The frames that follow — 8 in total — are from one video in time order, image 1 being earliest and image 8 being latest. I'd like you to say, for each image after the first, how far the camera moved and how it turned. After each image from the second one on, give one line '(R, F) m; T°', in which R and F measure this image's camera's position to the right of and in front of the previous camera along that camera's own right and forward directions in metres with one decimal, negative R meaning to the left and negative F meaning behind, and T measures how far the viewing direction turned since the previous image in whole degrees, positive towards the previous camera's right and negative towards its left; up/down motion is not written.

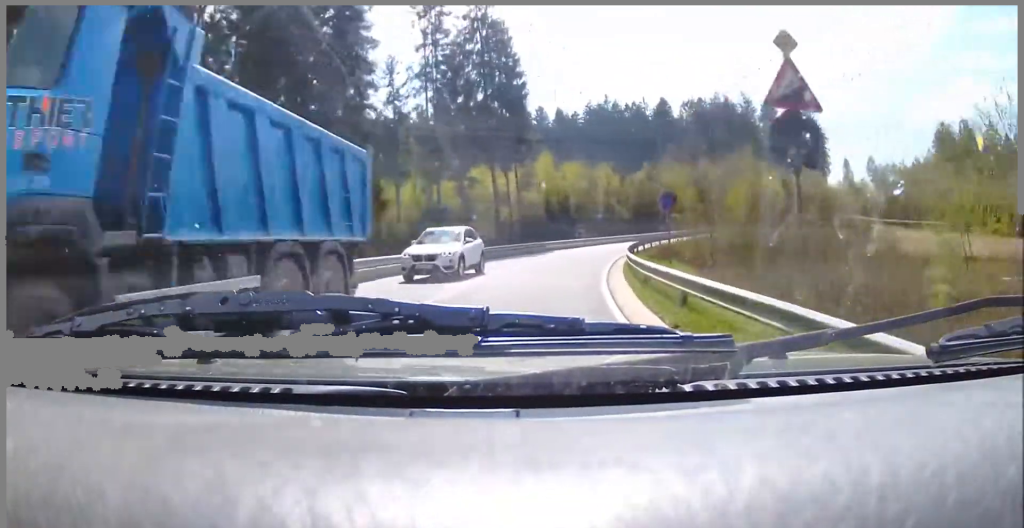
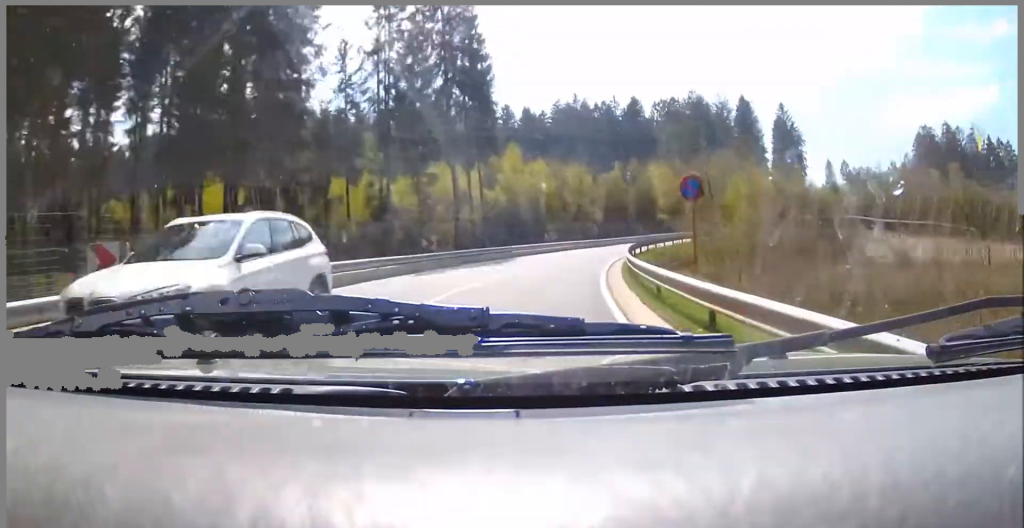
(+0.6, +6.8) m; +3°
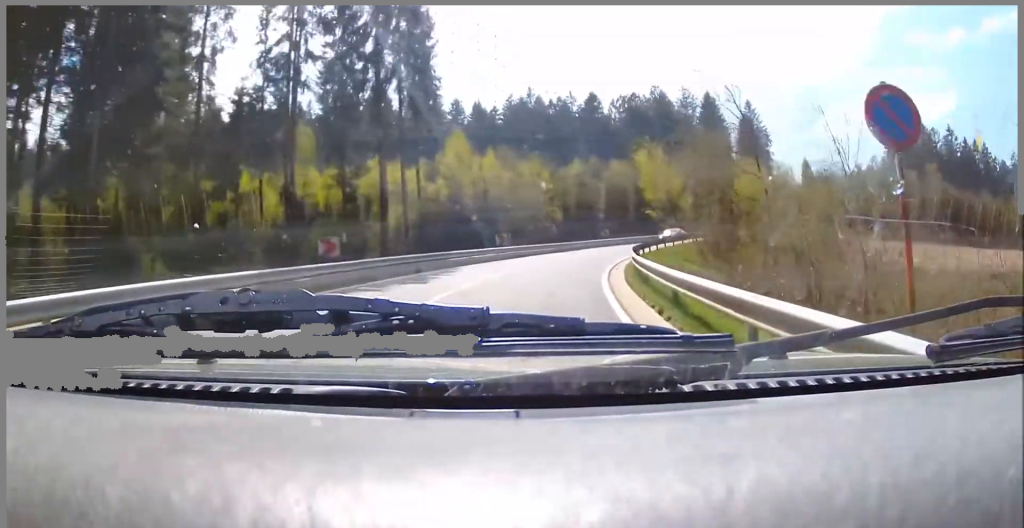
(+0.4, +10.1) m; +8°
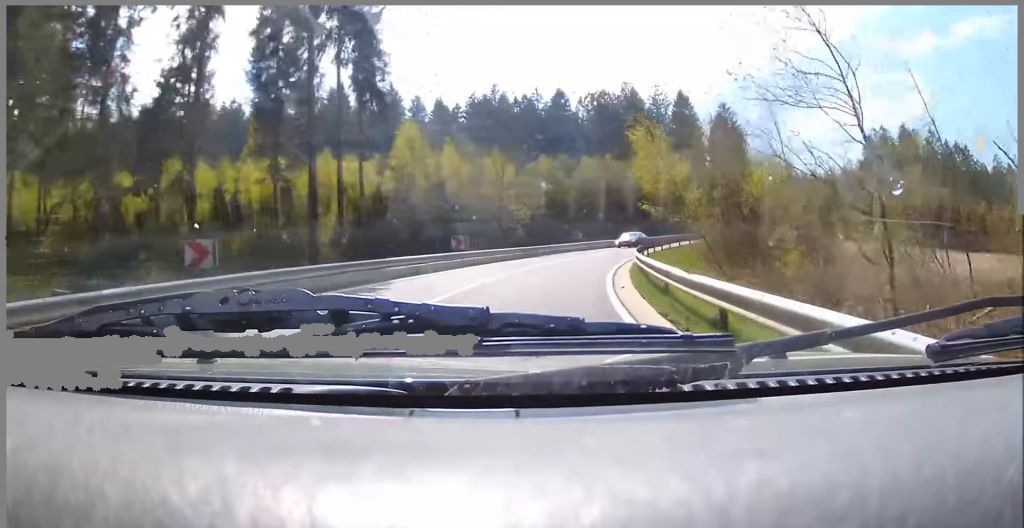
(-0.7, +7.1) m; +8°
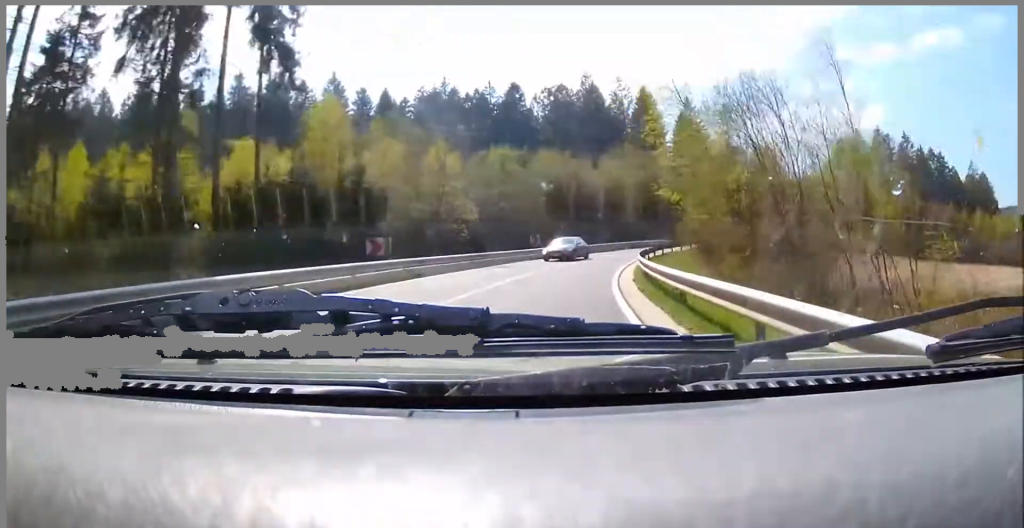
(+1.8, +9.0) m; +7°
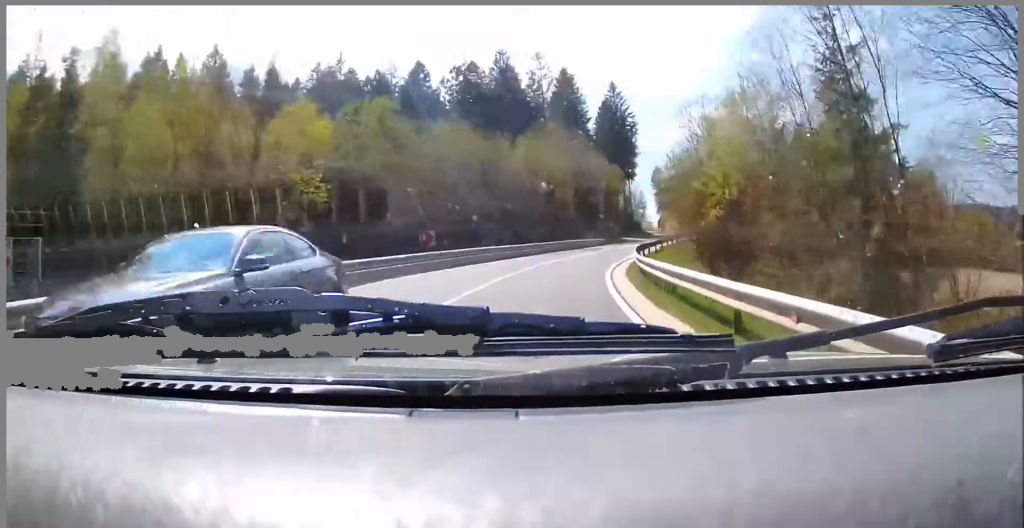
(+0.8, +15.5) m; +2°
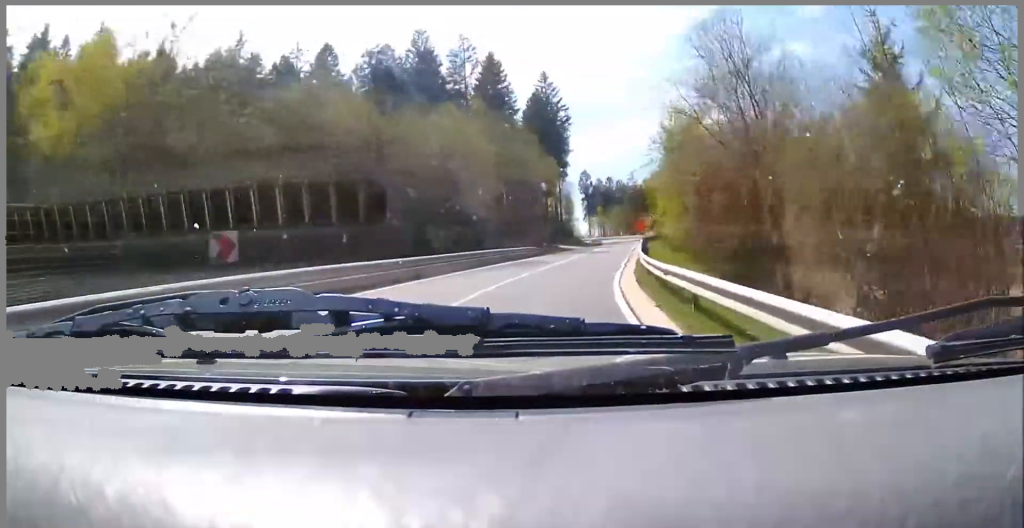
(+0.2, +13.8) m; +4°
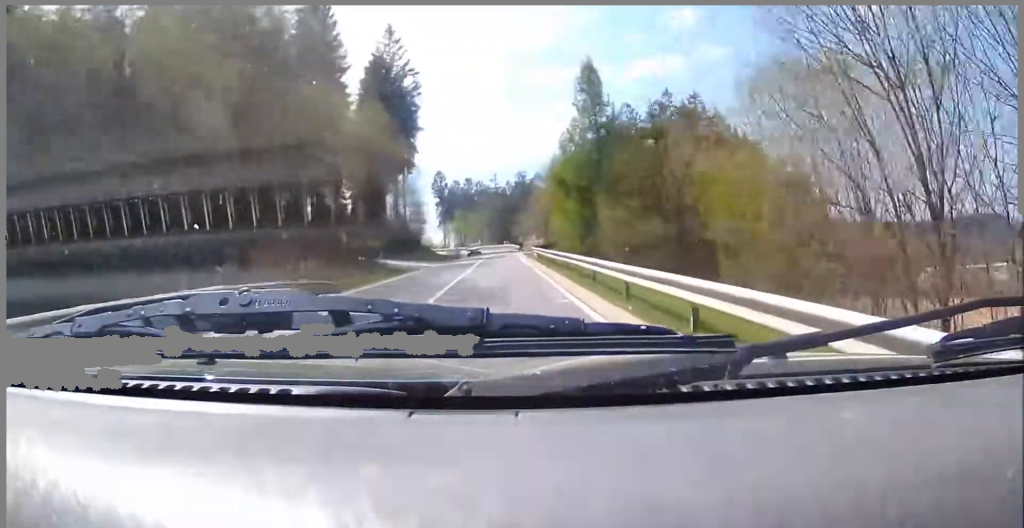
(+2.0, +29.7) m; +11°
